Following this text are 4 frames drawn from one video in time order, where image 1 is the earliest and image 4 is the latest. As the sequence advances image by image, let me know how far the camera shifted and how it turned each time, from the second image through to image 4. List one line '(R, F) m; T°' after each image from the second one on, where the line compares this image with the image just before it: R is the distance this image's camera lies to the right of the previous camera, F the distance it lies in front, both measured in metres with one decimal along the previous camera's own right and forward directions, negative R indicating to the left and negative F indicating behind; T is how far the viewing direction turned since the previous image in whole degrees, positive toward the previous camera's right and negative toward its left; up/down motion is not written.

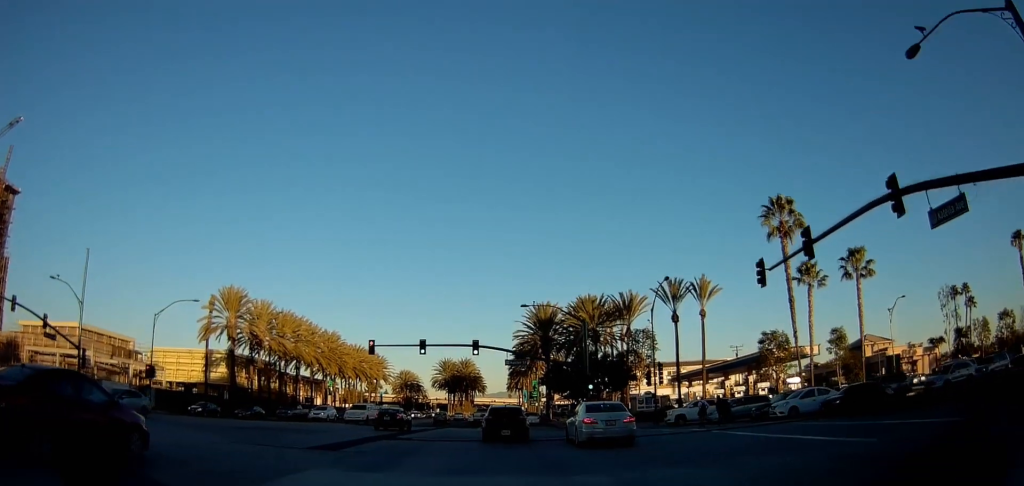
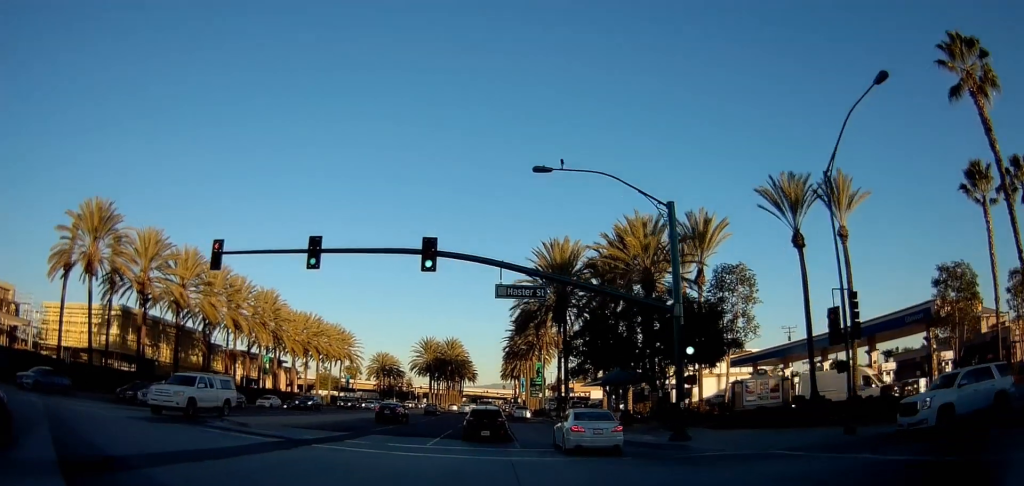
(-1.4, +28.3) m; -4°
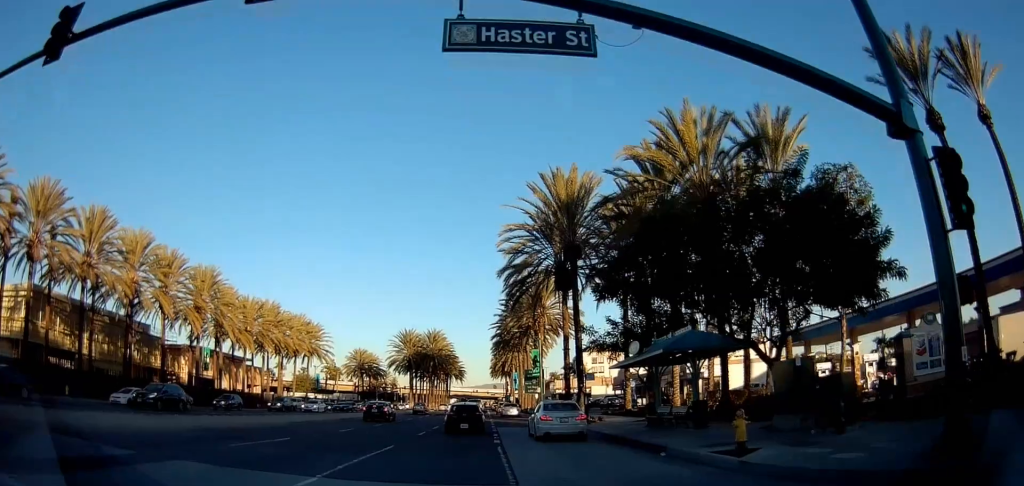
(+0.2, +15.7) m; +2°
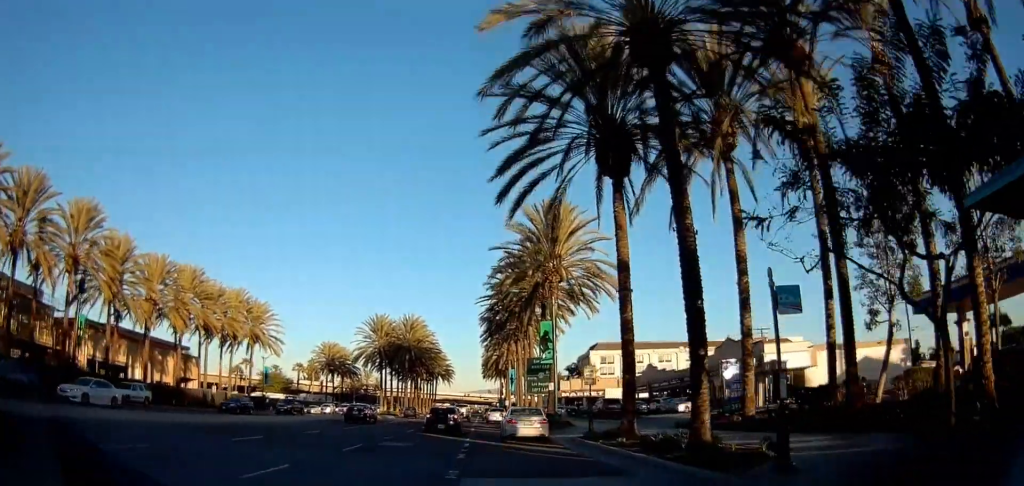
(+0.5, +23.8) m; +1°
